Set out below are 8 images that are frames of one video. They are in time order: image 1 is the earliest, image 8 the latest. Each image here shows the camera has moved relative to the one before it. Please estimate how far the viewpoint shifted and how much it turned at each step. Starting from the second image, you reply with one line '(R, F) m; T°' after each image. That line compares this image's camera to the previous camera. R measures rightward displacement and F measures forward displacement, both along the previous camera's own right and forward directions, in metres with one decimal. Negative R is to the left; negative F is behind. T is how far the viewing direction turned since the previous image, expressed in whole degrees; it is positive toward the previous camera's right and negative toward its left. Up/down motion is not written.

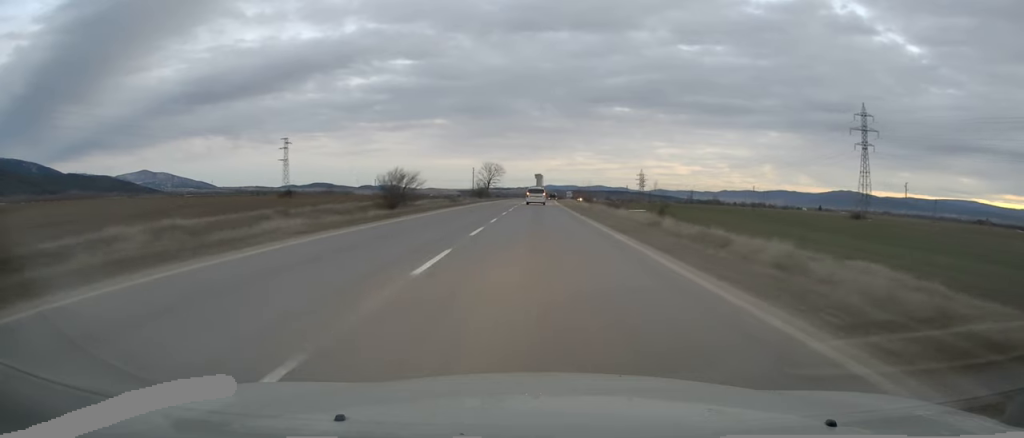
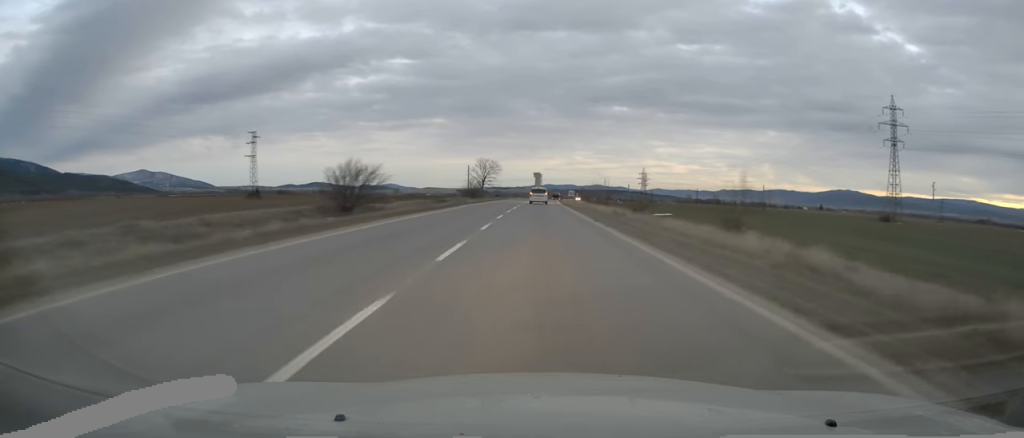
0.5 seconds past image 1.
(0.0, +12.9) m; 0°
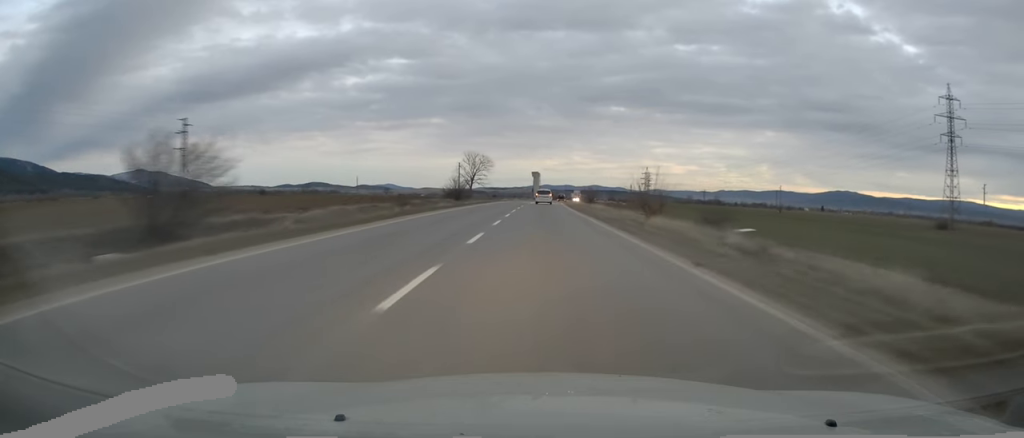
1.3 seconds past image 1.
(0.0, +20.5) m; 0°
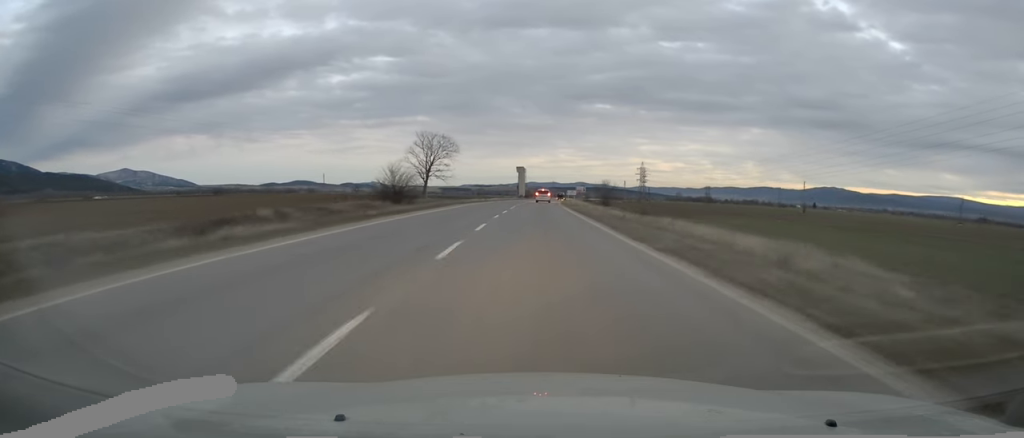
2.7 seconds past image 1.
(0.0, +34.3) m; +1°
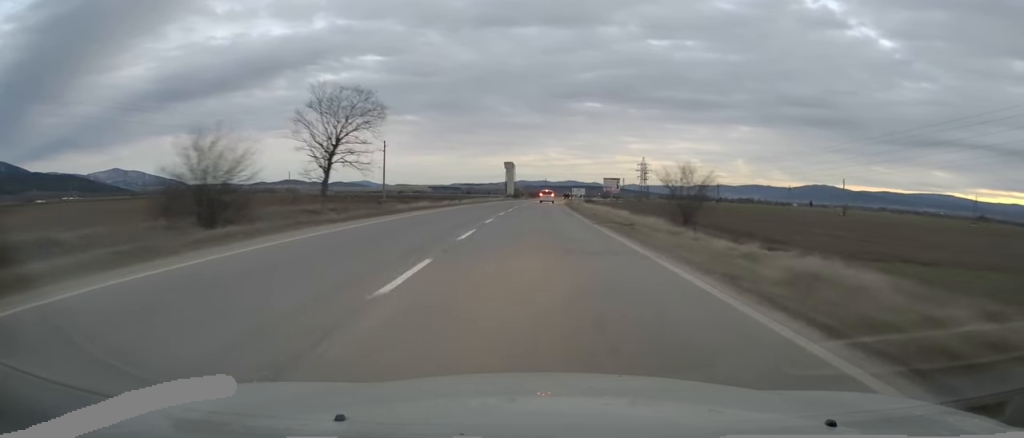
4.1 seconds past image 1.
(+0.7, +34.5) m; +2°
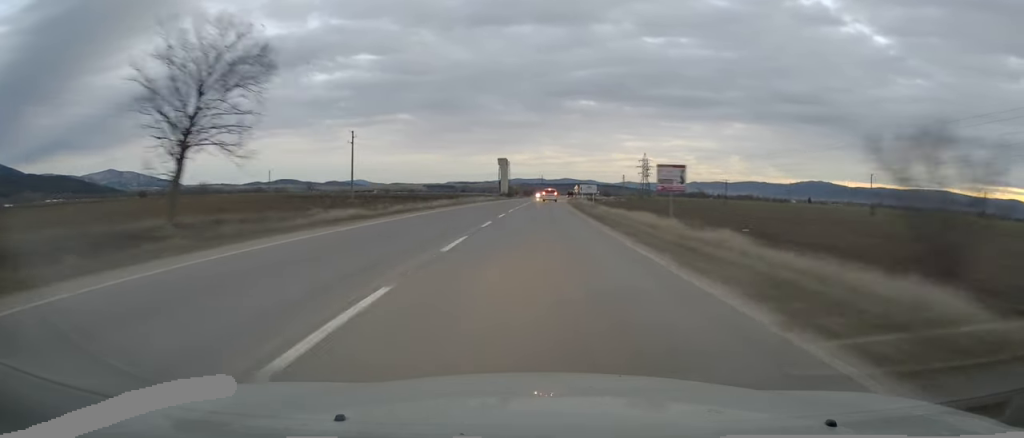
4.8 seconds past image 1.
(+0.1, +17.9) m; 0°
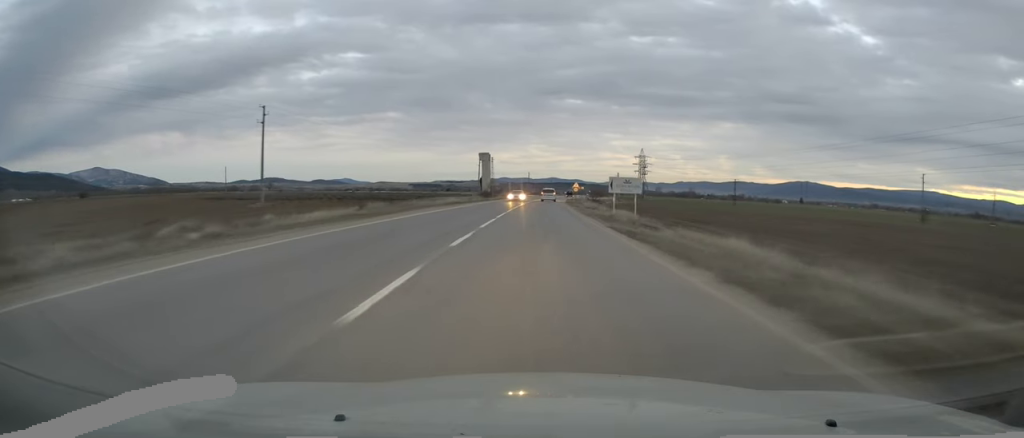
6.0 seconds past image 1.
(0.0, +29.1) m; +1°
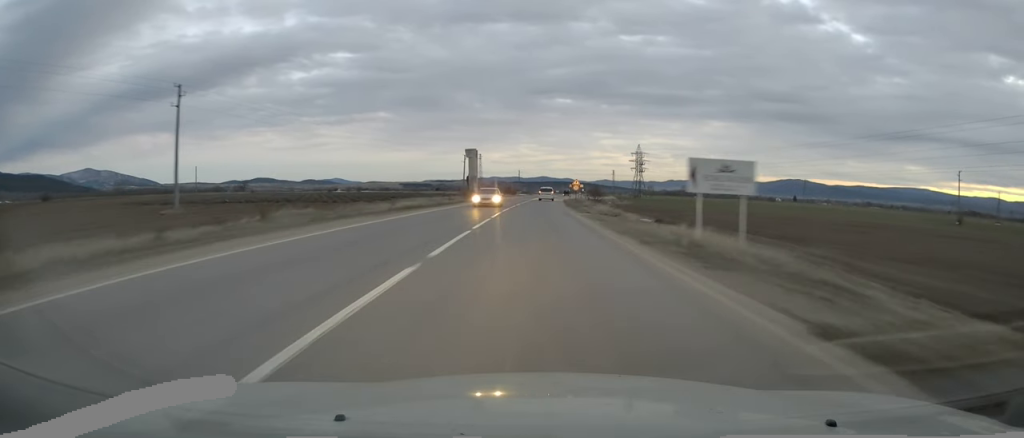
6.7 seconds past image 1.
(+0.1, +16.2) m; +1°
